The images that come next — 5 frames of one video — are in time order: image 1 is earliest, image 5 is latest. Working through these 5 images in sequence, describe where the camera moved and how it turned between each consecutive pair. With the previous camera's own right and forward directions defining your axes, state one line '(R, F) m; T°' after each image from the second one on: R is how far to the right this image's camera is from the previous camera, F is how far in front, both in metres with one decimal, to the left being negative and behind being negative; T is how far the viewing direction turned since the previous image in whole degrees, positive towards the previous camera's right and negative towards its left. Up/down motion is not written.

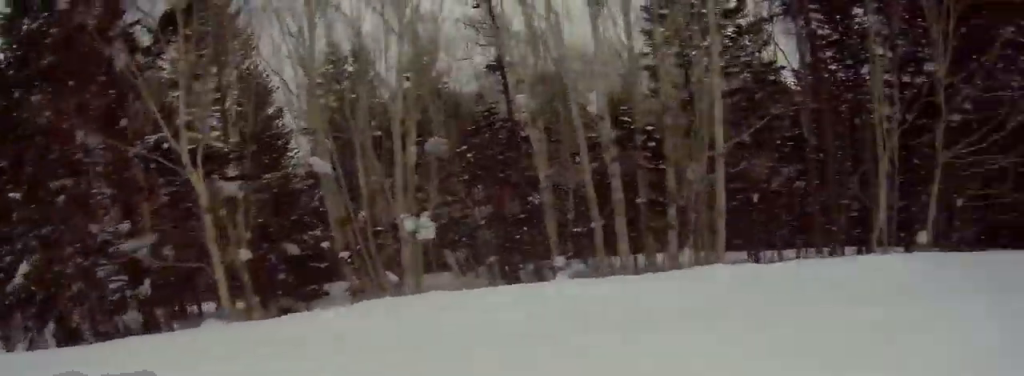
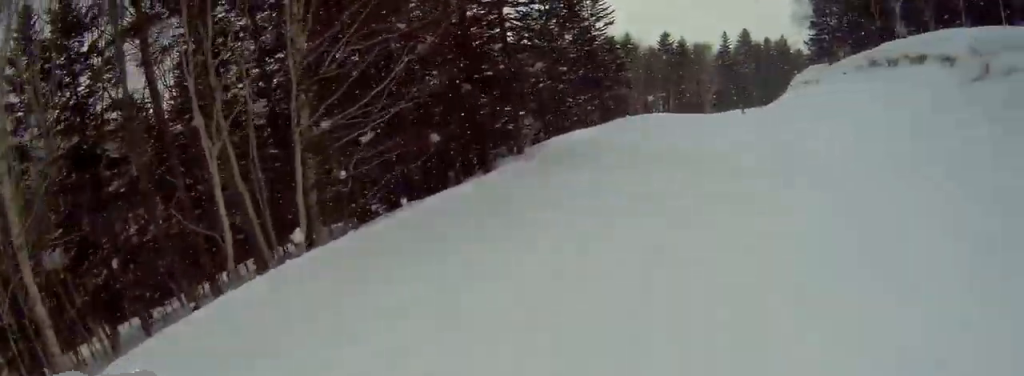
(-0.4, +2.7) m; +5°
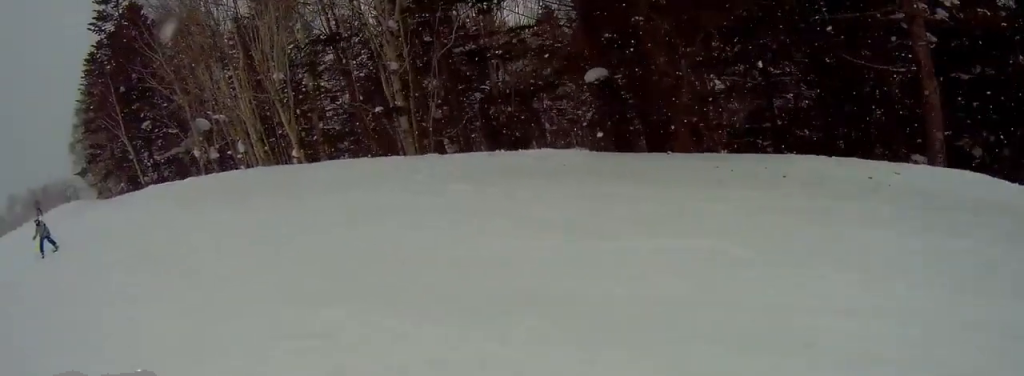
(+5.5, +19.5) m; +1°
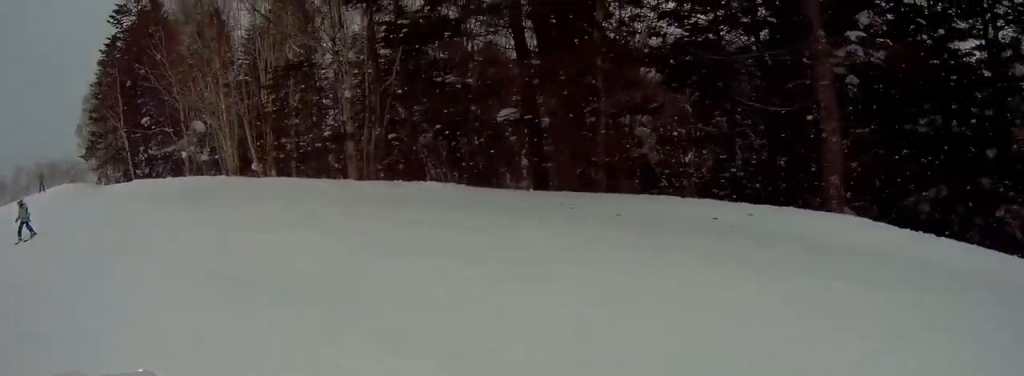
(-0.1, +2.9) m; -2°
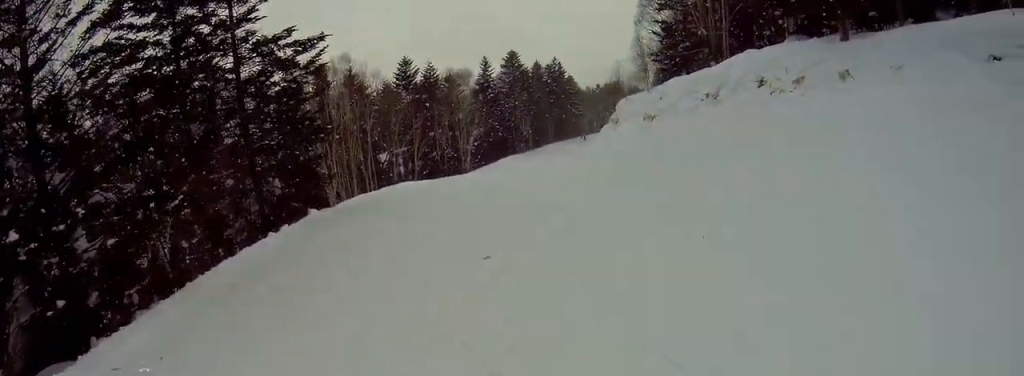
(0.0, +8.1) m; +10°
